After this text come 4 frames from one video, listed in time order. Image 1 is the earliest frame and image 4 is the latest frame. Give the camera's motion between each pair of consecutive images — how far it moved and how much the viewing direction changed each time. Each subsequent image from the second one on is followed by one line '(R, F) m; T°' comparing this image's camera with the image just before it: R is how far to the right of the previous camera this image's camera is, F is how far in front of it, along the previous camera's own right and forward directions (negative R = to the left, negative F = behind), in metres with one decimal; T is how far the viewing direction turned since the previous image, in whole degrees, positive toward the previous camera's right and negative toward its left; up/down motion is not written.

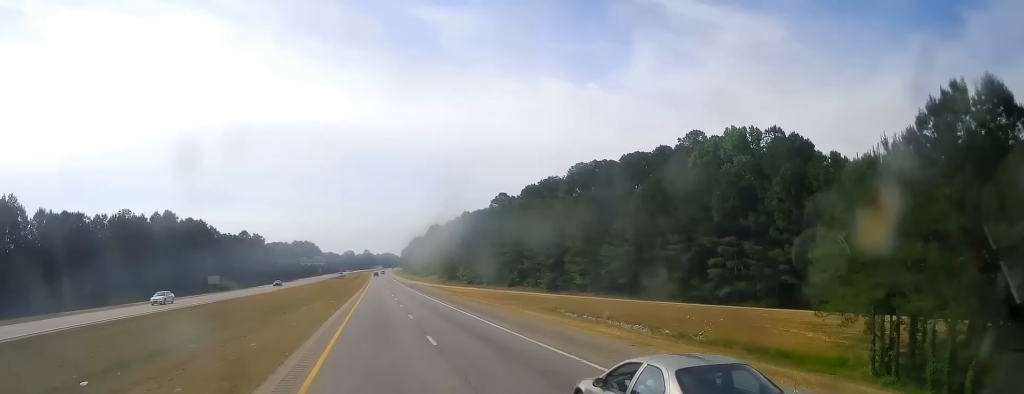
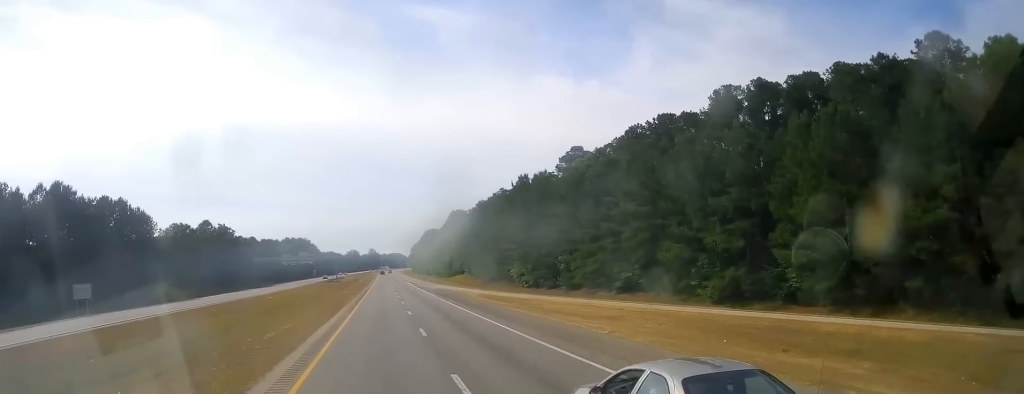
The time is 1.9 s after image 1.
(+0.2, +57.7) m; 0°
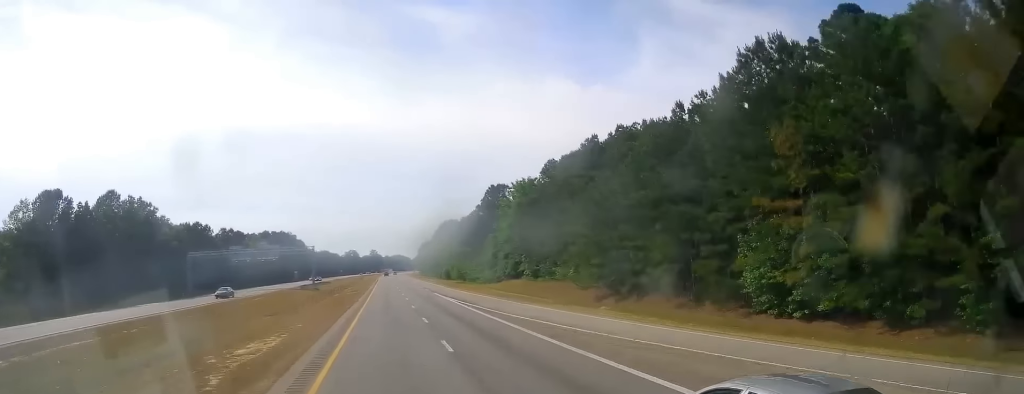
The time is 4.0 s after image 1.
(-0.8, +66.3) m; 0°
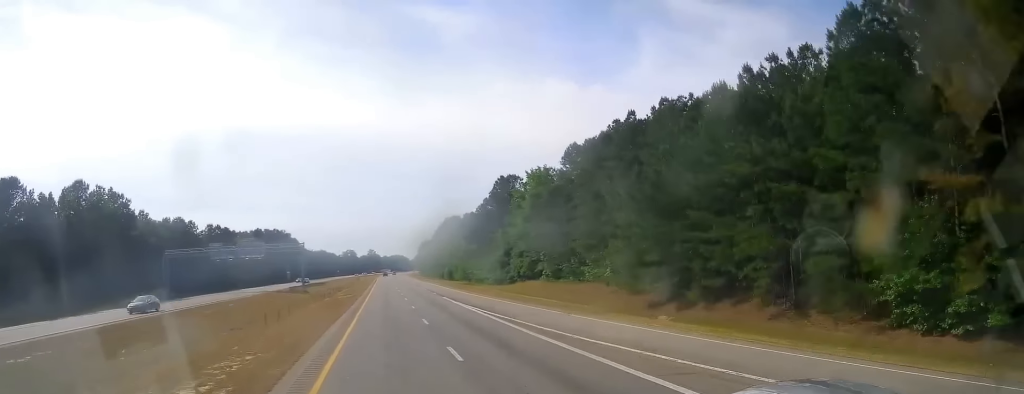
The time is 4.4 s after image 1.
(0.0, +13.4) m; 0°
